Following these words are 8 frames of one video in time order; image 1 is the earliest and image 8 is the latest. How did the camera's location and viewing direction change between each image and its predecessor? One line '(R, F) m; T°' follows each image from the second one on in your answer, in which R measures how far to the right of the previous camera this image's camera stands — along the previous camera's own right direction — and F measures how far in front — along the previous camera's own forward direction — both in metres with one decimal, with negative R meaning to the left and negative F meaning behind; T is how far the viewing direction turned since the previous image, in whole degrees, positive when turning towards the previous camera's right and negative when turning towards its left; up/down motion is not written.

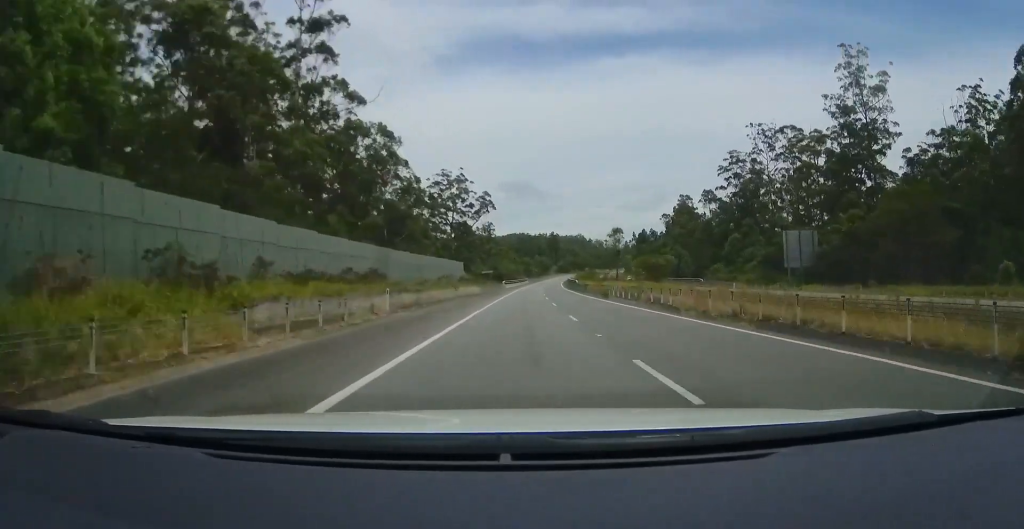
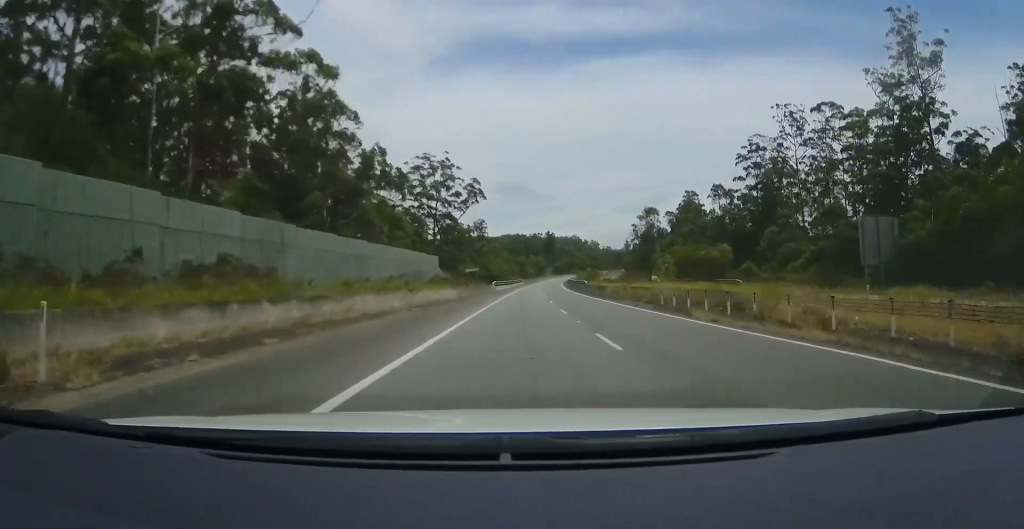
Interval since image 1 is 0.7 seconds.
(+0.3, +20.3) m; +1°
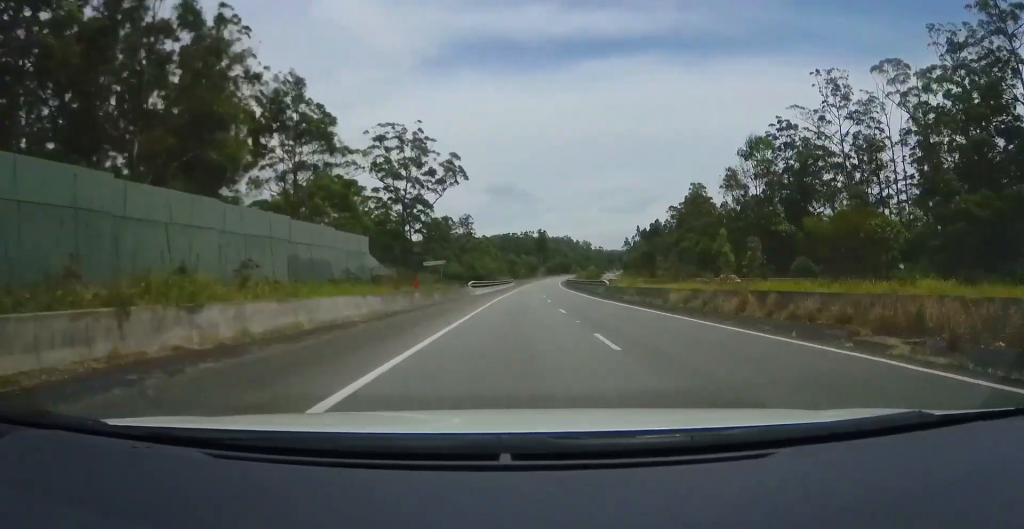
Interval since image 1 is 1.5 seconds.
(0.0, +25.1) m; +1°
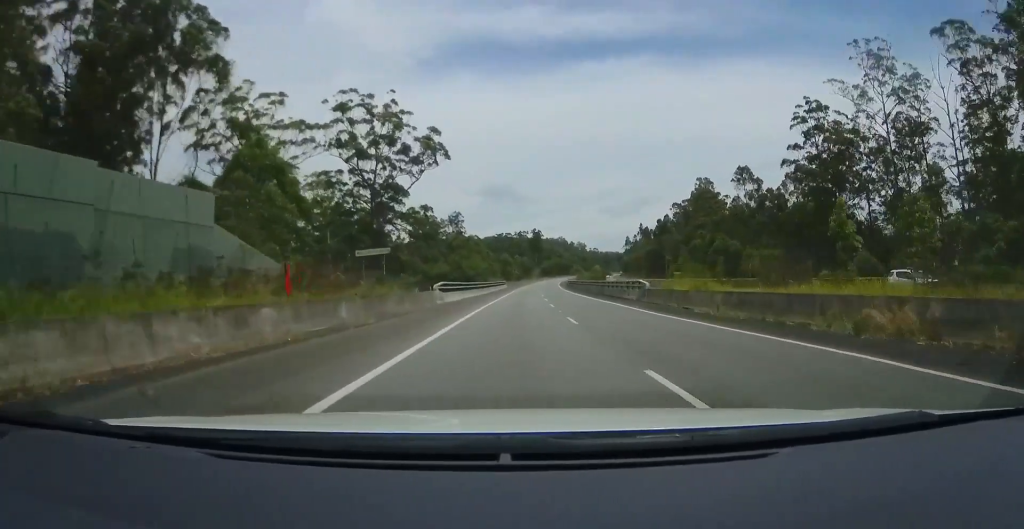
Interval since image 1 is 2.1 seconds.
(+0.2, +17.9) m; 0°
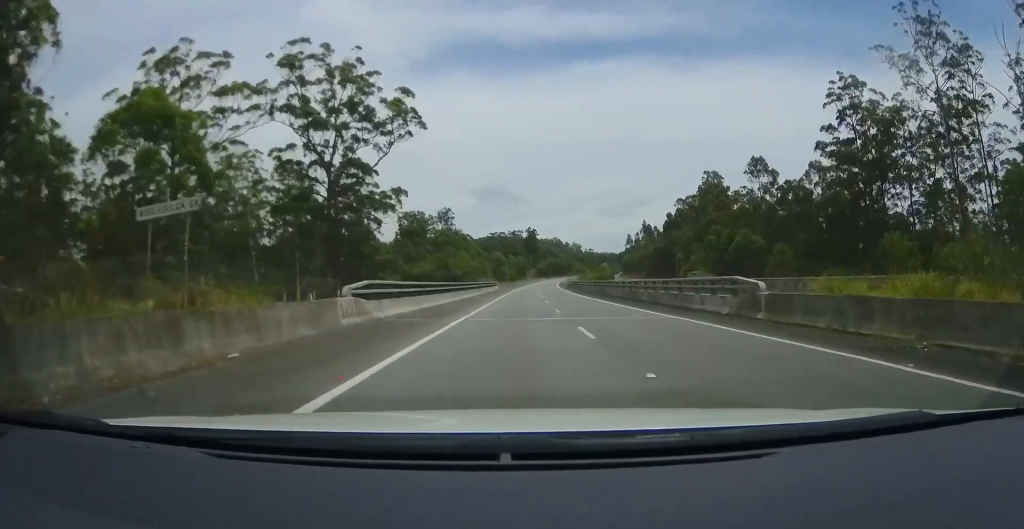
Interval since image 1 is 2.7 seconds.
(+0.1, +16.7) m; 0°
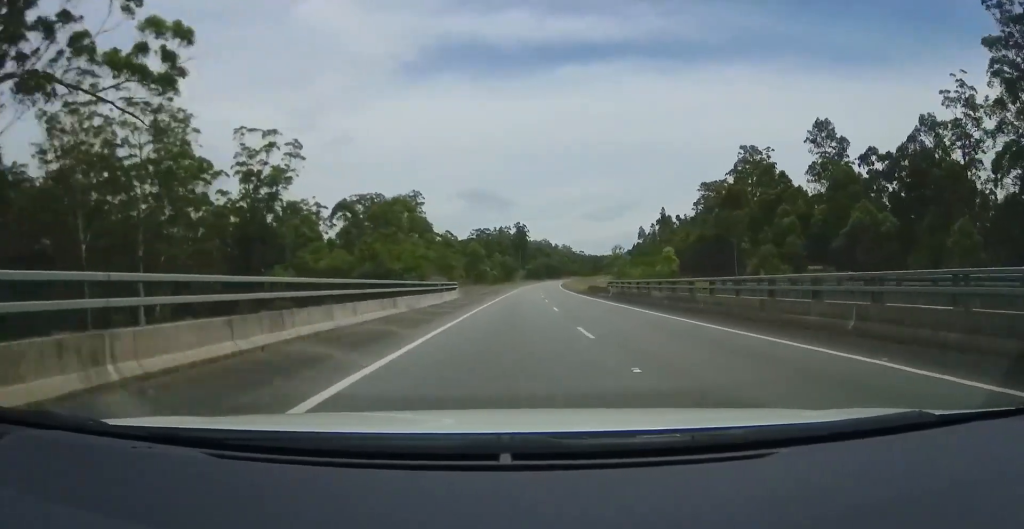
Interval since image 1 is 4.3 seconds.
(+0.7, +48.5) m; +2°
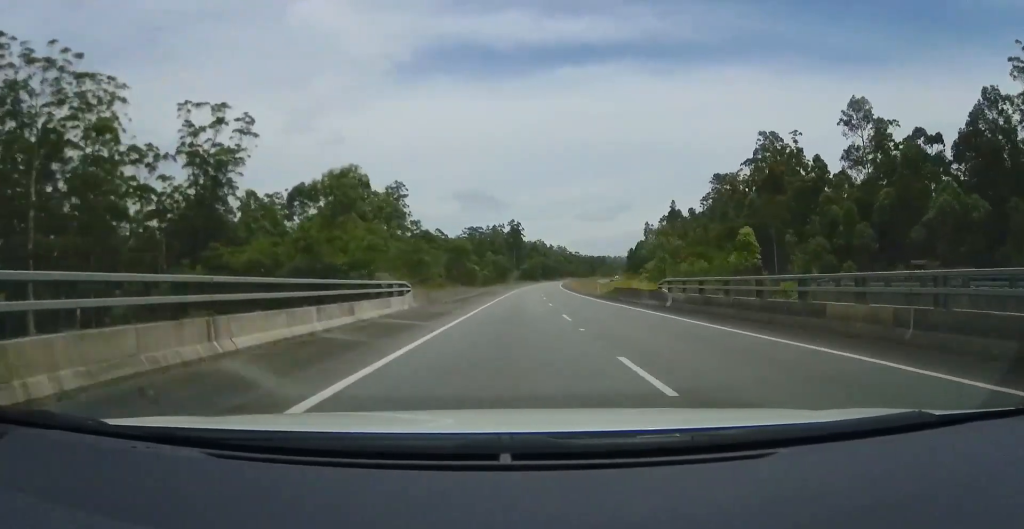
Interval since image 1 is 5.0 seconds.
(+0.2, +18.9) m; 0°
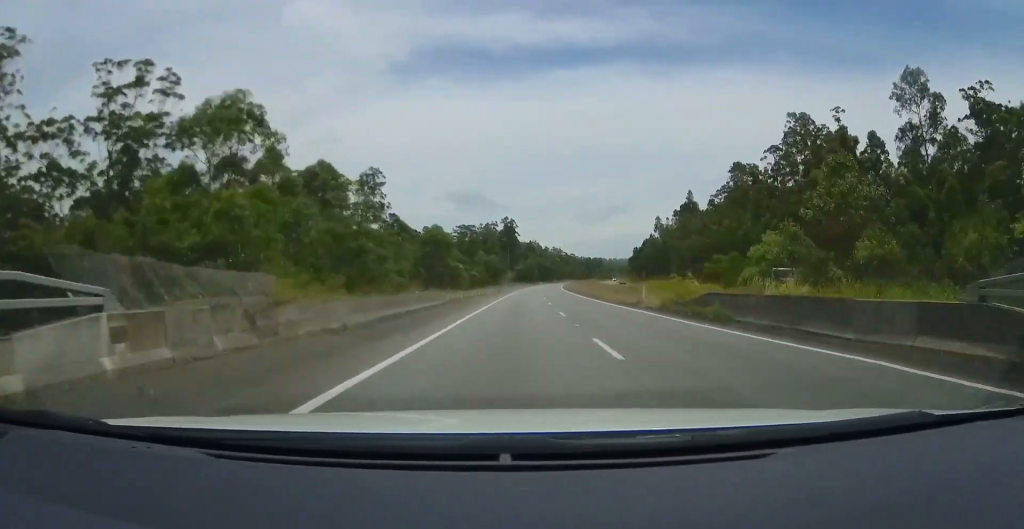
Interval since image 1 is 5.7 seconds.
(+0.1, +21.2) m; 0°
